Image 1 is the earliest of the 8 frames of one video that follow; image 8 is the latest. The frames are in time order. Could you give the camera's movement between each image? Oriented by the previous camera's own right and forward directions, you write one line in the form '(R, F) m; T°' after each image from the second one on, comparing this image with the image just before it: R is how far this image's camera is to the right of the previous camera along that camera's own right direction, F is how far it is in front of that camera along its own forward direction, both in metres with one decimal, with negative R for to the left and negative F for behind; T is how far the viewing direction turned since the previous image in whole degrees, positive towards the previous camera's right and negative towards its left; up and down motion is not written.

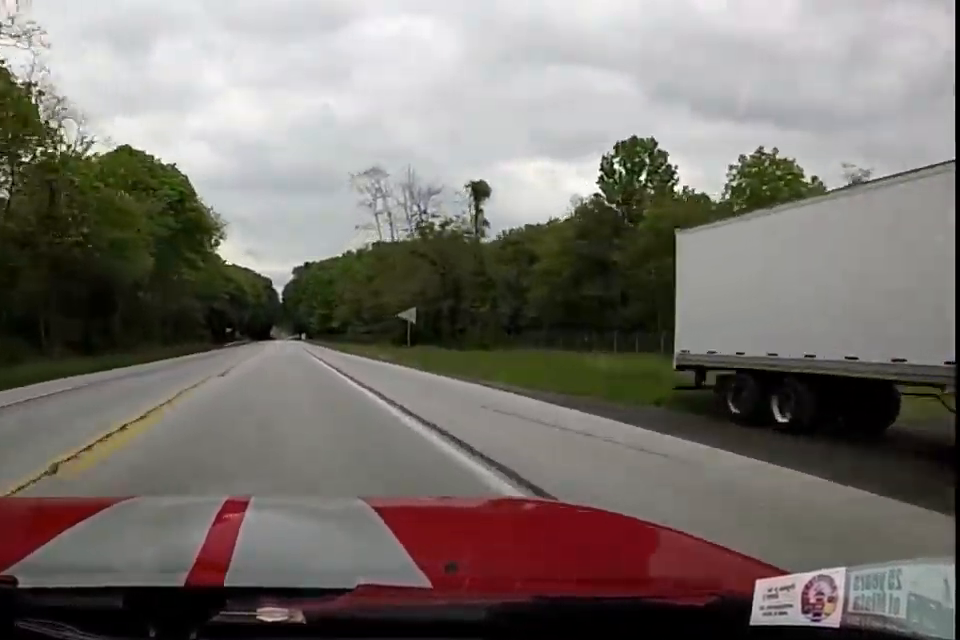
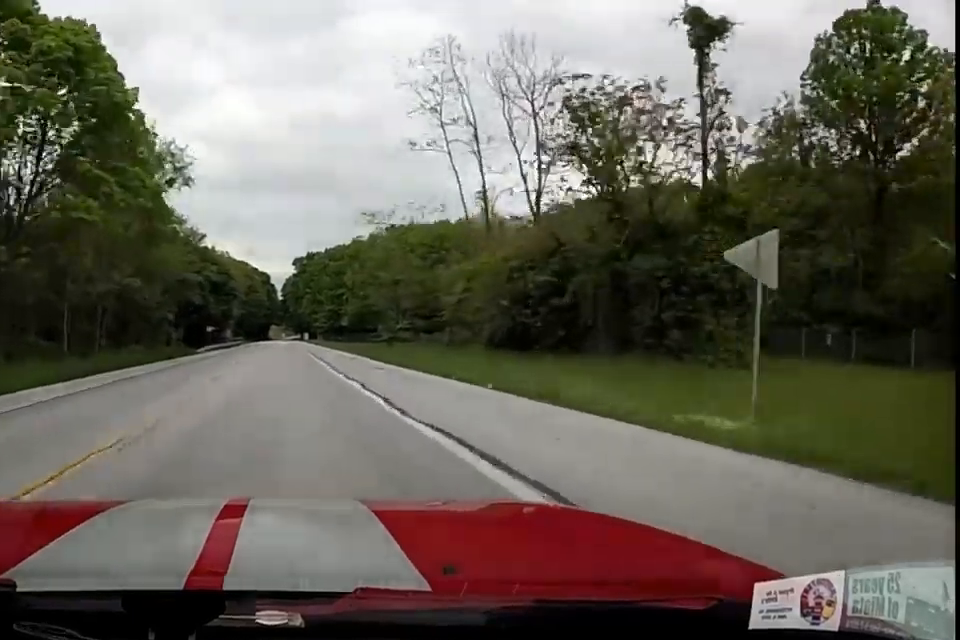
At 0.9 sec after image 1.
(+0.1, +25.5) m; +1°
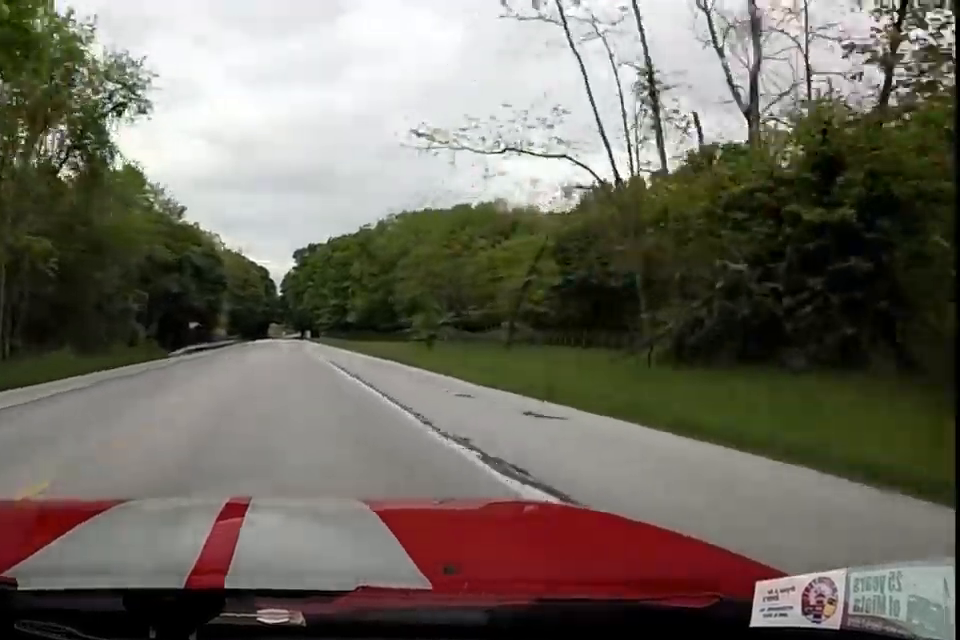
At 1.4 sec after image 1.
(-0.1, +14.8) m; +1°
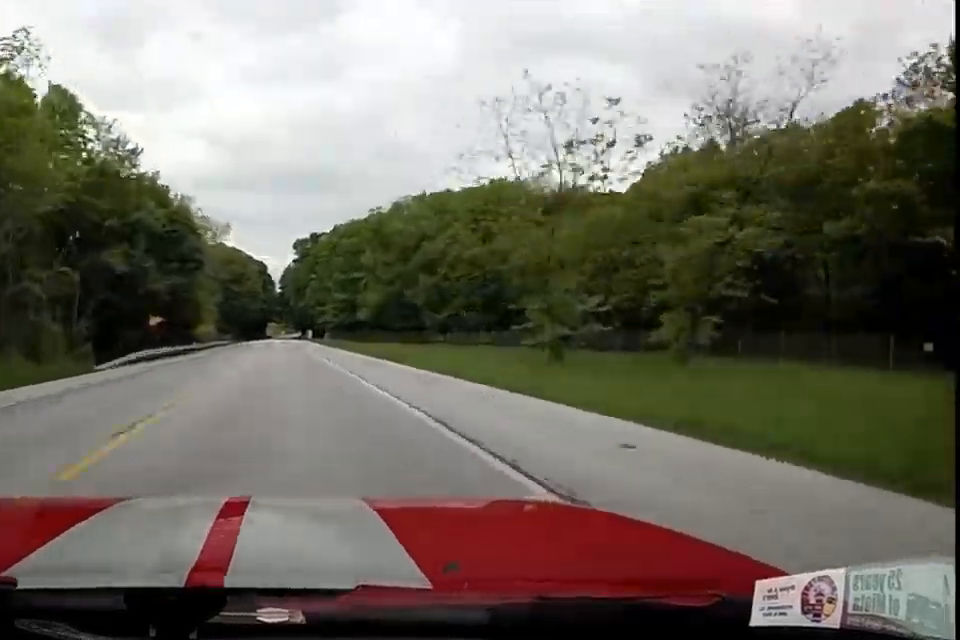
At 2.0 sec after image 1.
(+0.4, +18.8) m; +1°
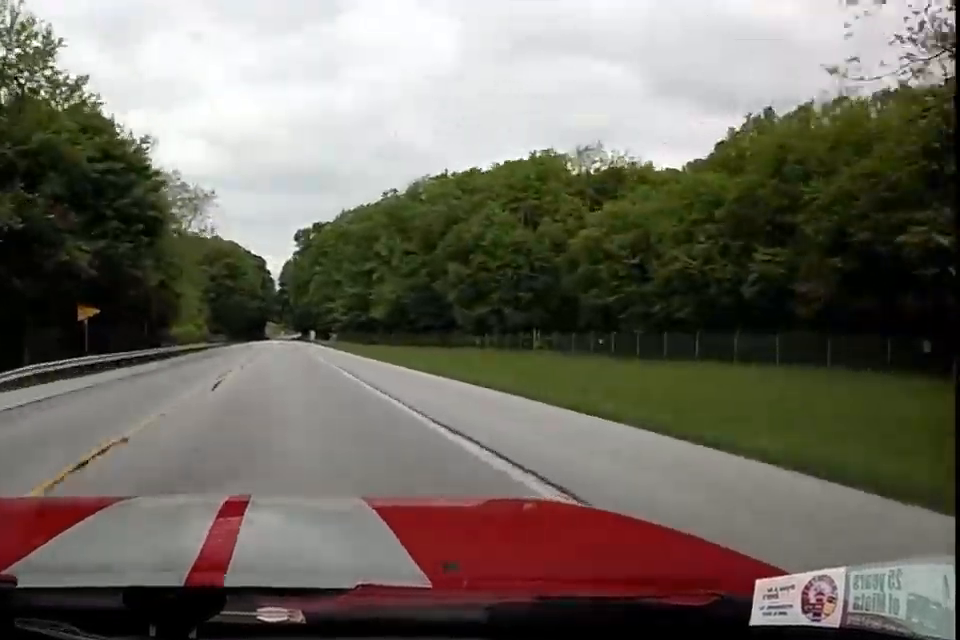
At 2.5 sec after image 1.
(+0.1, +15.9) m; 0°
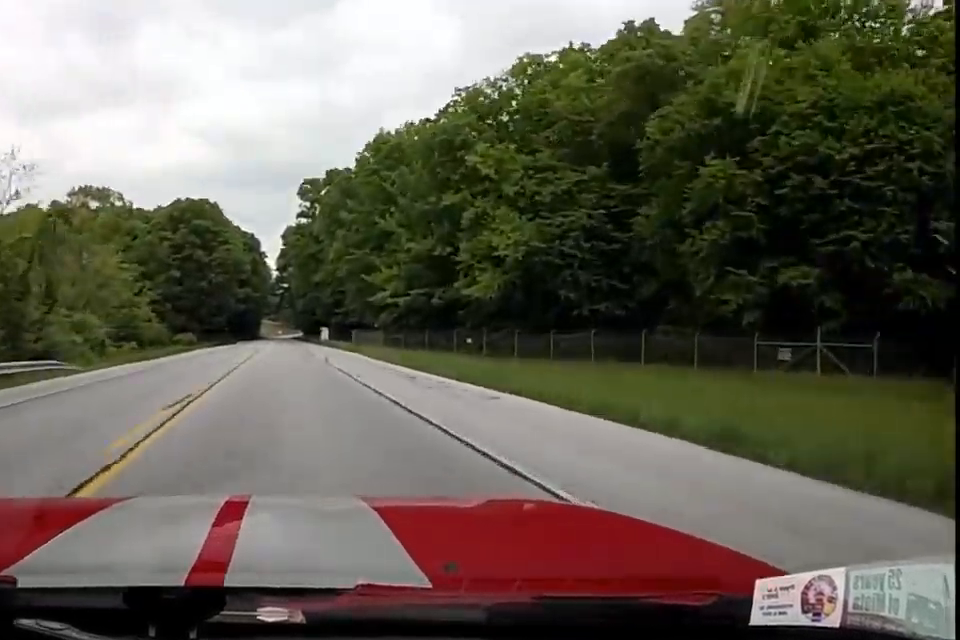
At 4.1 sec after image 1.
(0.0, +46.6) m; +1°
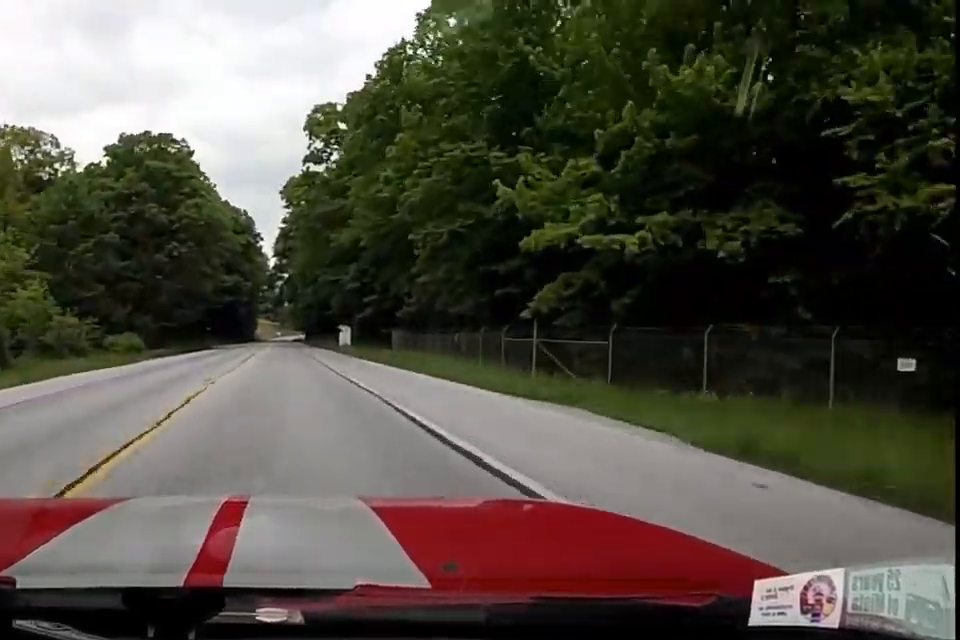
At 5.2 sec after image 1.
(+0.5, +32.5) m; +1°
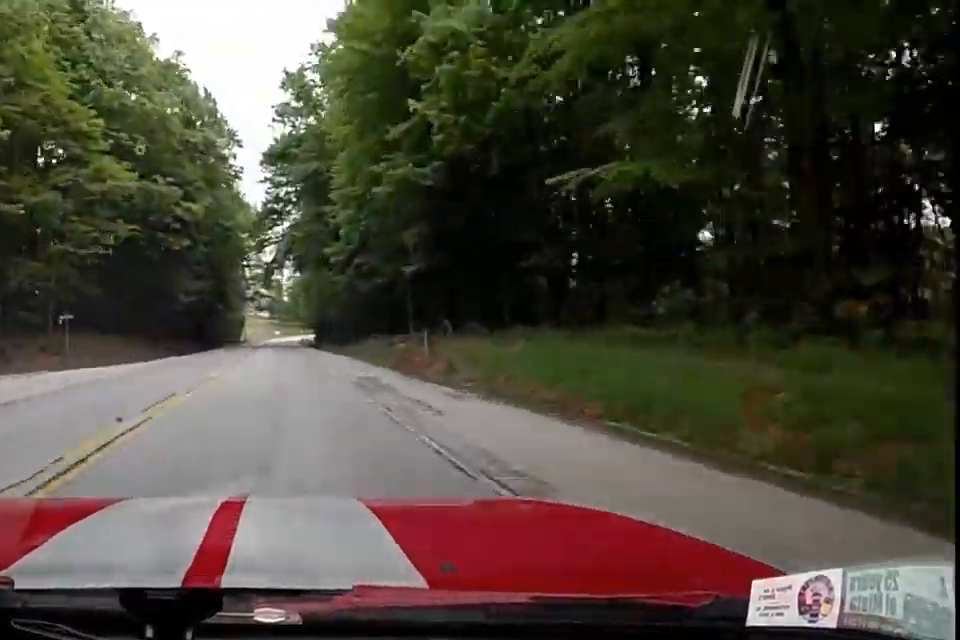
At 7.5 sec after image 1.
(-1.3, +62.8) m; -2°
